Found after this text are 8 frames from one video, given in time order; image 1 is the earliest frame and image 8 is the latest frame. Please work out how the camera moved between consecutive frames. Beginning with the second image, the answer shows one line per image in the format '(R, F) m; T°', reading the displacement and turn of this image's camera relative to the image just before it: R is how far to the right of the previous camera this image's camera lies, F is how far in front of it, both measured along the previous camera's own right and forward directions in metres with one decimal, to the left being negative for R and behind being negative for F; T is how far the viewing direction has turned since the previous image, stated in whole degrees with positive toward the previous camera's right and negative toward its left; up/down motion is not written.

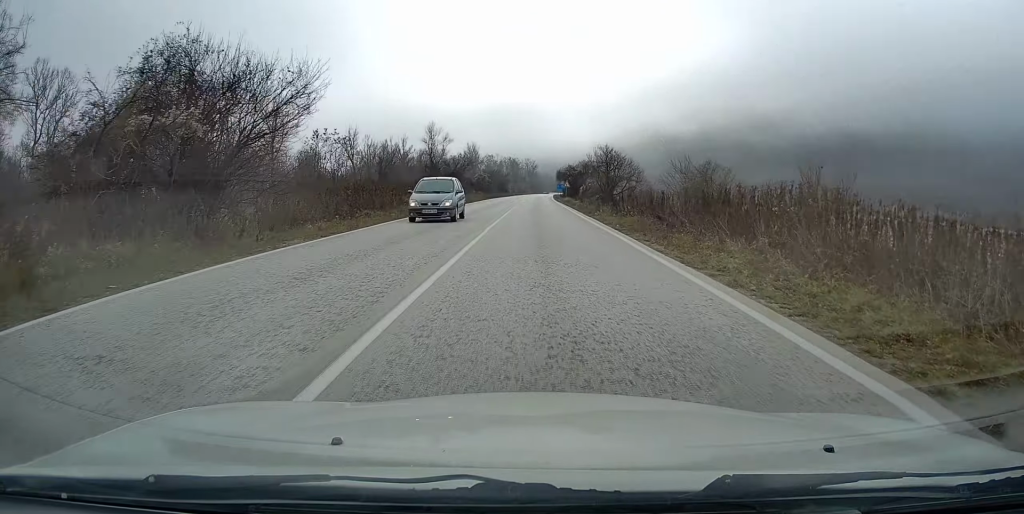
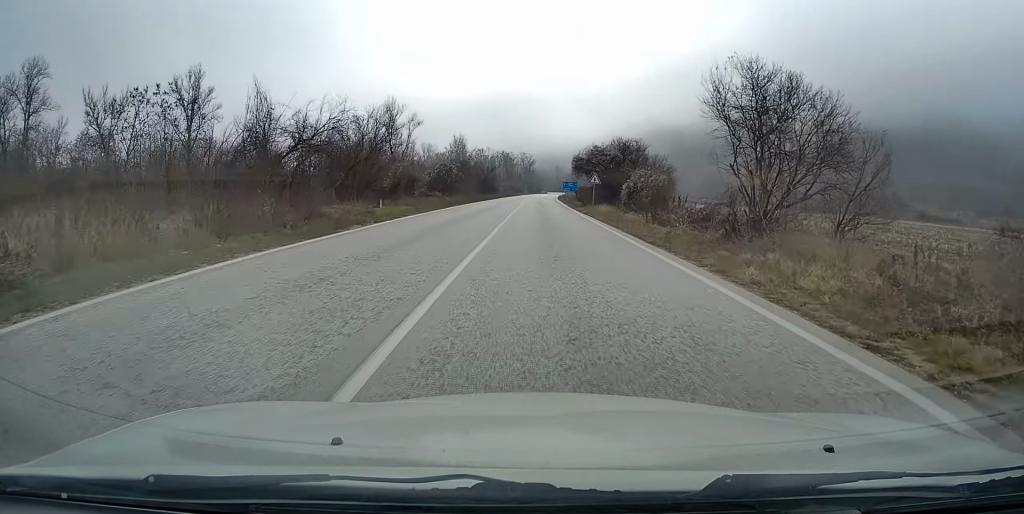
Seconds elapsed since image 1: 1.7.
(+0.2, +38.4) m; +1°
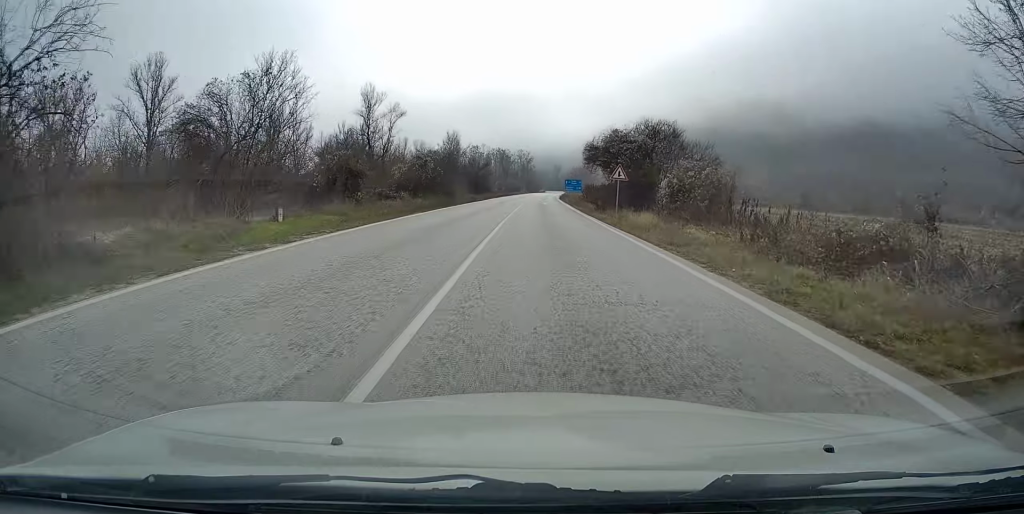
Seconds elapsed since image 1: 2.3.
(0.0, +12.6) m; 0°
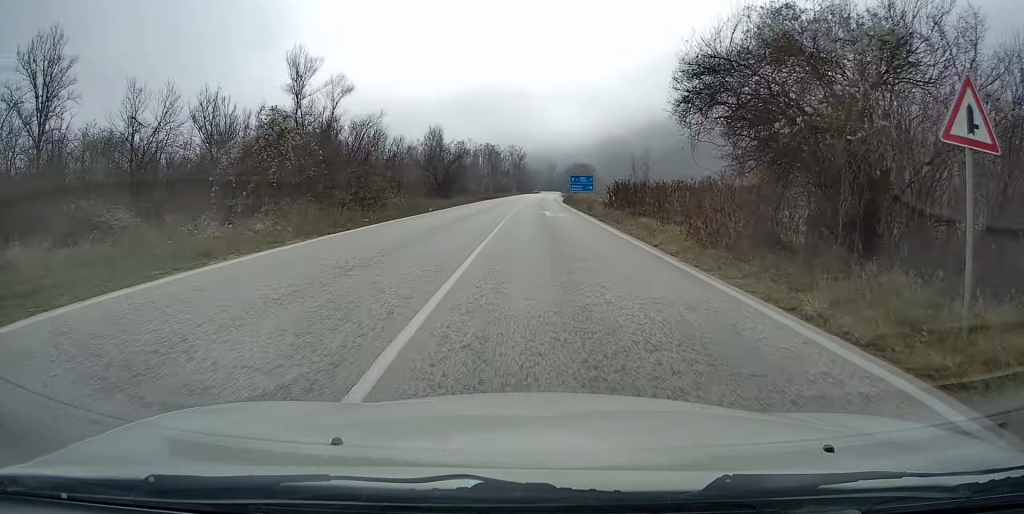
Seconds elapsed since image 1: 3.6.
(+0.1, +25.8) m; 0°
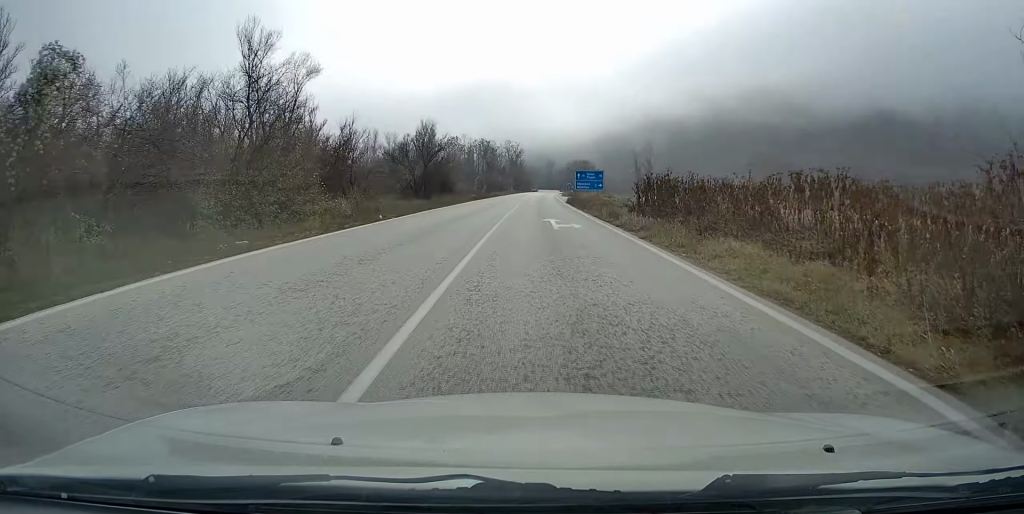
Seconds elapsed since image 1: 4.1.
(0.0, +11.4) m; 0°
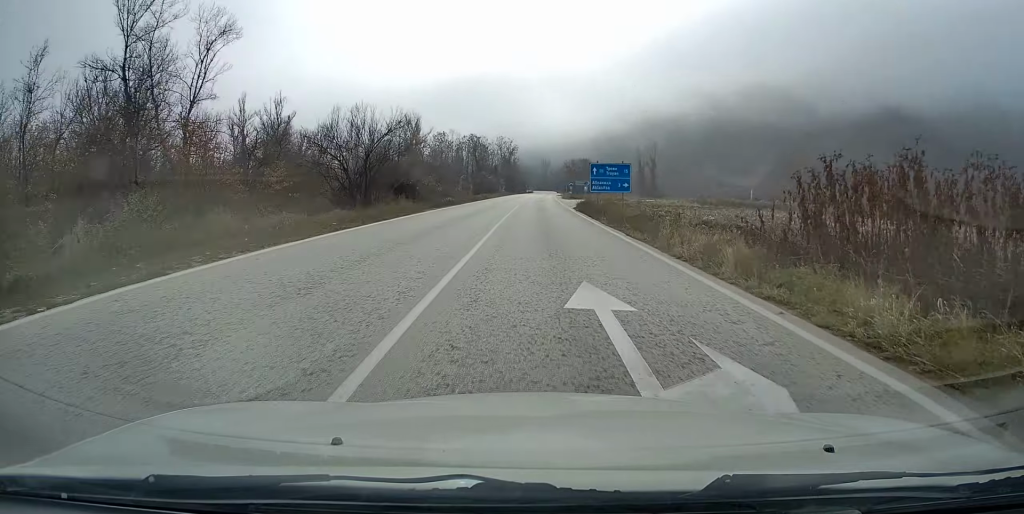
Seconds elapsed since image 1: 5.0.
(0.0, +17.7) m; +1°
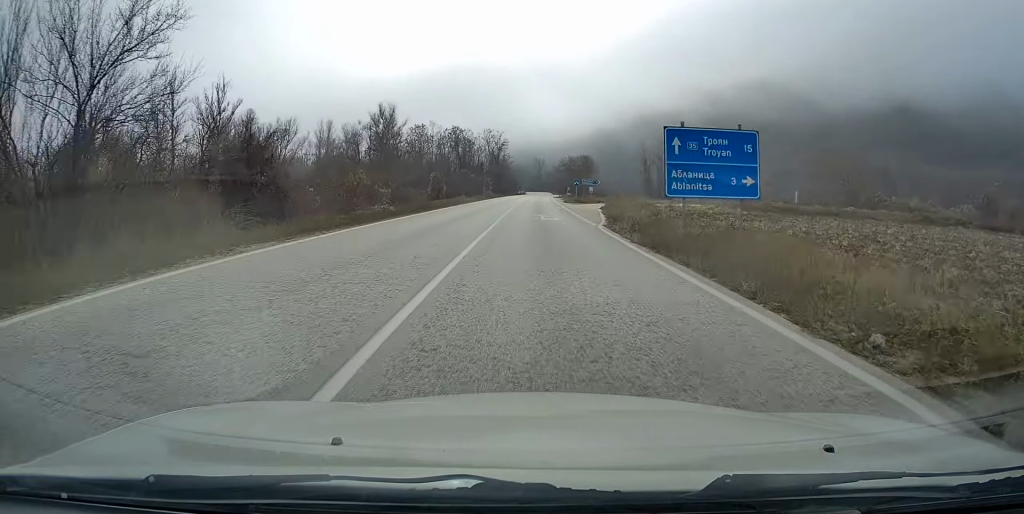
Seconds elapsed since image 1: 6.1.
(+0.3, +23.3) m; +1°
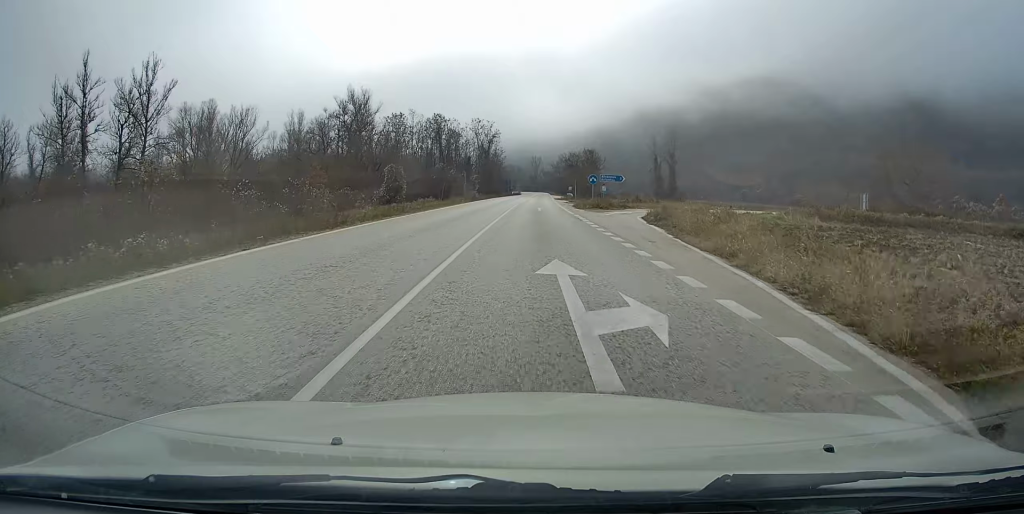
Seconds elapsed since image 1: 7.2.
(+0.1, +21.7) m; +1°
